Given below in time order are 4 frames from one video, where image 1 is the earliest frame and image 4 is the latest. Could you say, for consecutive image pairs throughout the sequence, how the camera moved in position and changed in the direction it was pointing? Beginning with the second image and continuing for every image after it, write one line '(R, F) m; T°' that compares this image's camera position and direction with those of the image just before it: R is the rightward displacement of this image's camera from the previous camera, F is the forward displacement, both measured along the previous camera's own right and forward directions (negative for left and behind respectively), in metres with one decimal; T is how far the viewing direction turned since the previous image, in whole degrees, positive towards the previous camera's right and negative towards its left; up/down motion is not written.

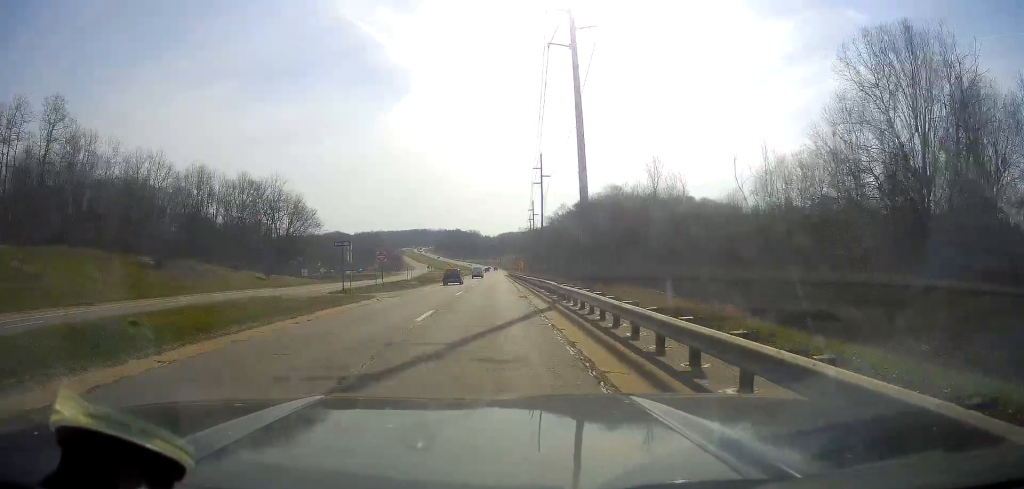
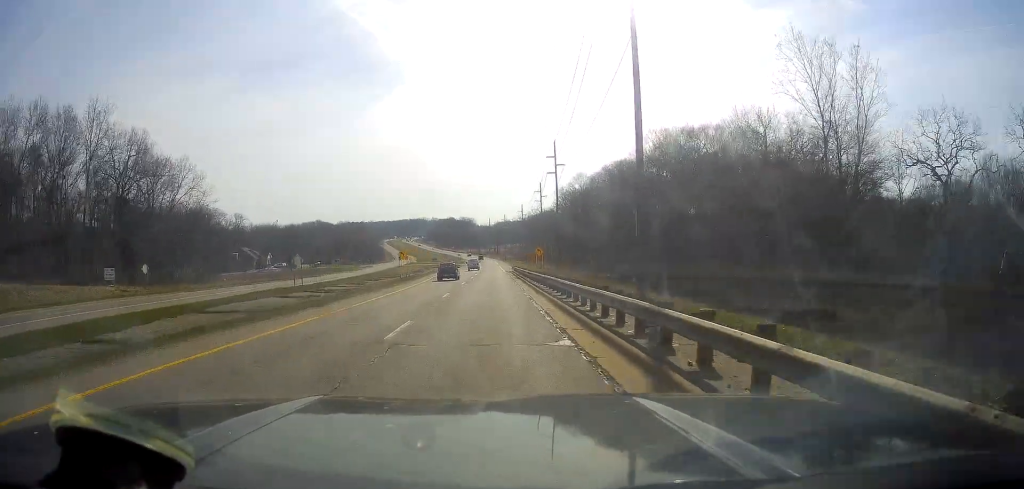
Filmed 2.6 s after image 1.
(-0.2, +66.5) m; 0°
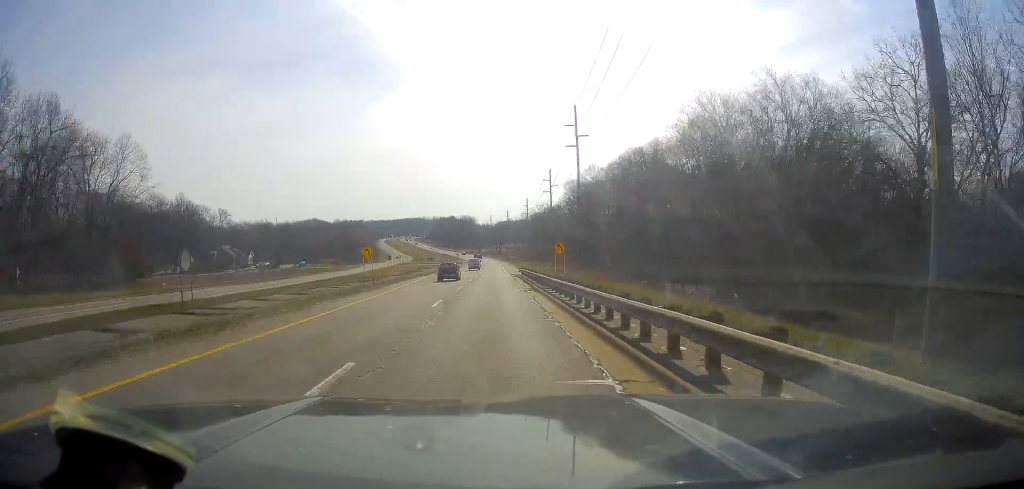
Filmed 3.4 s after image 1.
(0.0, +21.0) m; 0°
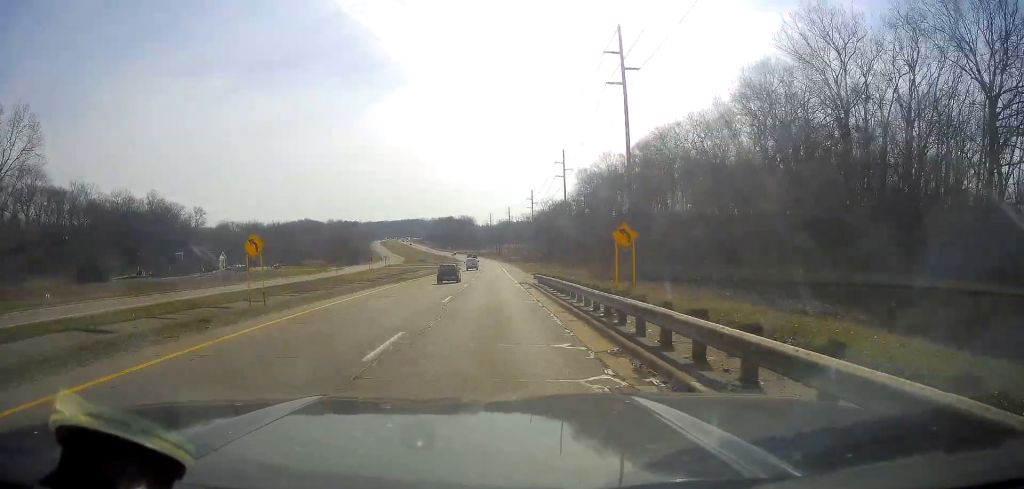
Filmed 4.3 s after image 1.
(0.0, +25.6) m; 0°
